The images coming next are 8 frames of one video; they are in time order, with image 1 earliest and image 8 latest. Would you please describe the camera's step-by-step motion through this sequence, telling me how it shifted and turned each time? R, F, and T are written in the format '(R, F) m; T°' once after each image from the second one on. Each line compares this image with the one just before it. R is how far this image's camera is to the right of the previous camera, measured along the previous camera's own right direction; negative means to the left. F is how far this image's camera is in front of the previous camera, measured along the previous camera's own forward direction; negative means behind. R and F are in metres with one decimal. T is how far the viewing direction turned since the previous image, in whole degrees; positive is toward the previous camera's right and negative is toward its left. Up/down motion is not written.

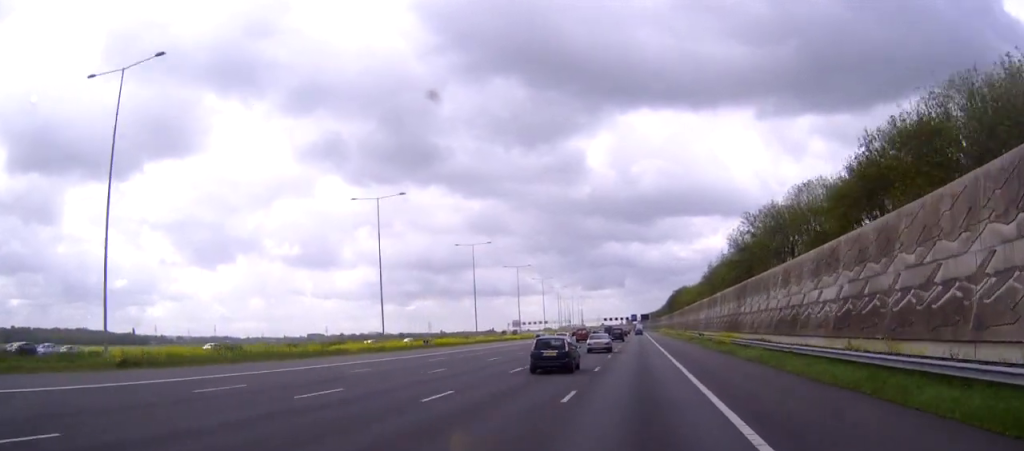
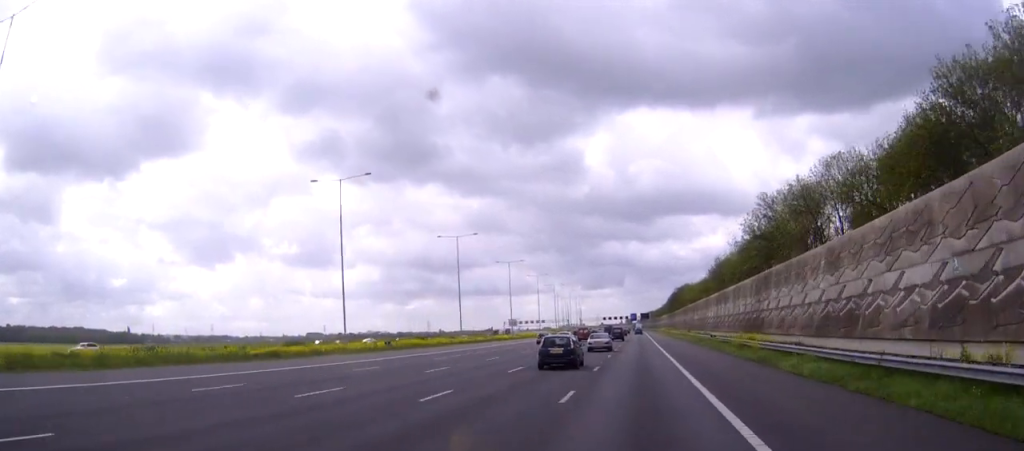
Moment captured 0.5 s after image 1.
(0.0, +12.4) m; 0°
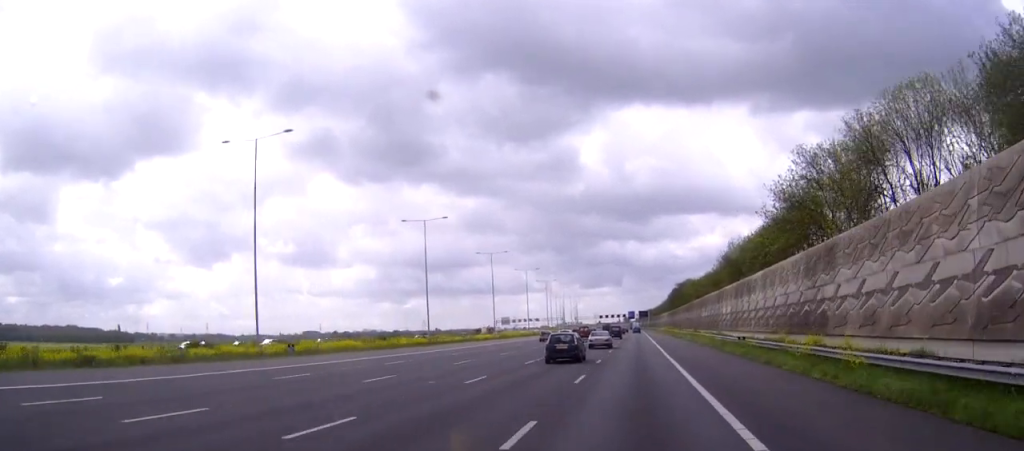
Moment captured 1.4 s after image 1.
(0.0, +19.5) m; 0°
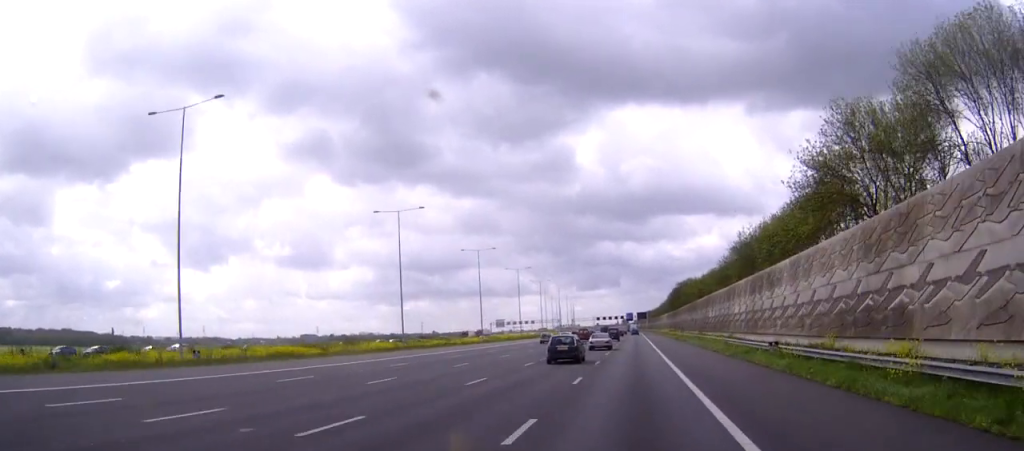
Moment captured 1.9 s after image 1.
(0.0, +11.8) m; 0°
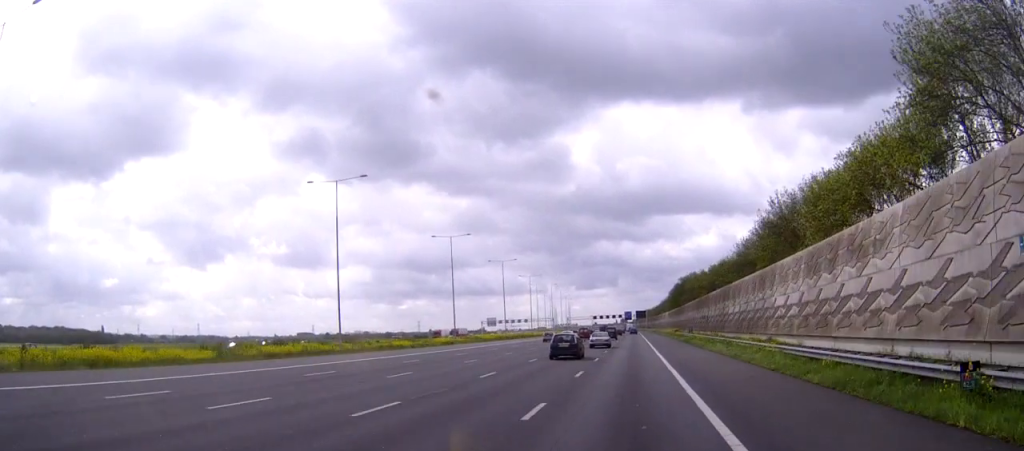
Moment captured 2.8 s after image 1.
(0.0, +22.0) m; 0°
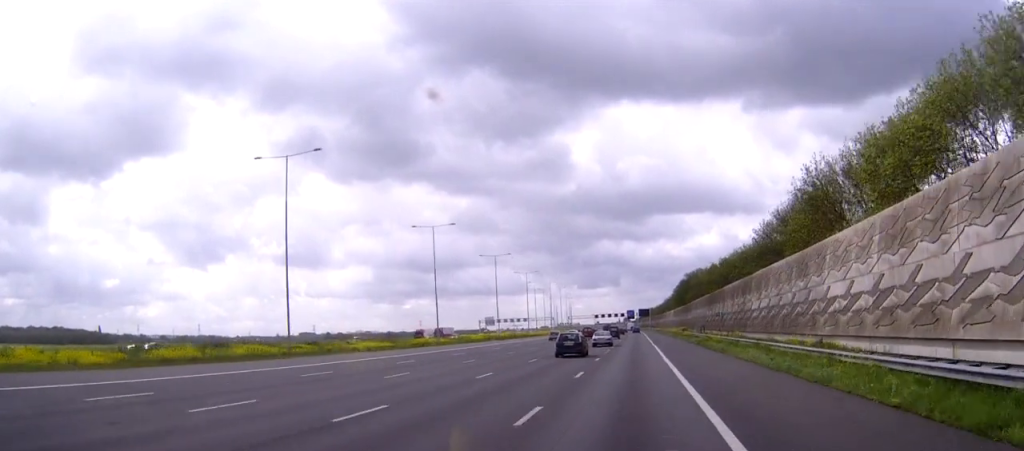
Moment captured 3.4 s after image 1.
(0.0, +13.3) m; 0°
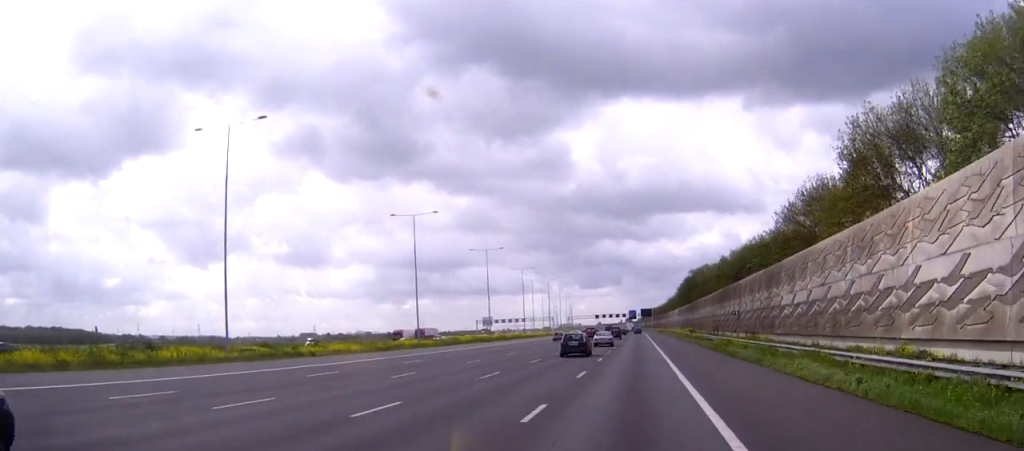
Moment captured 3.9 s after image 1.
(0.0, +11.7) m; 0°
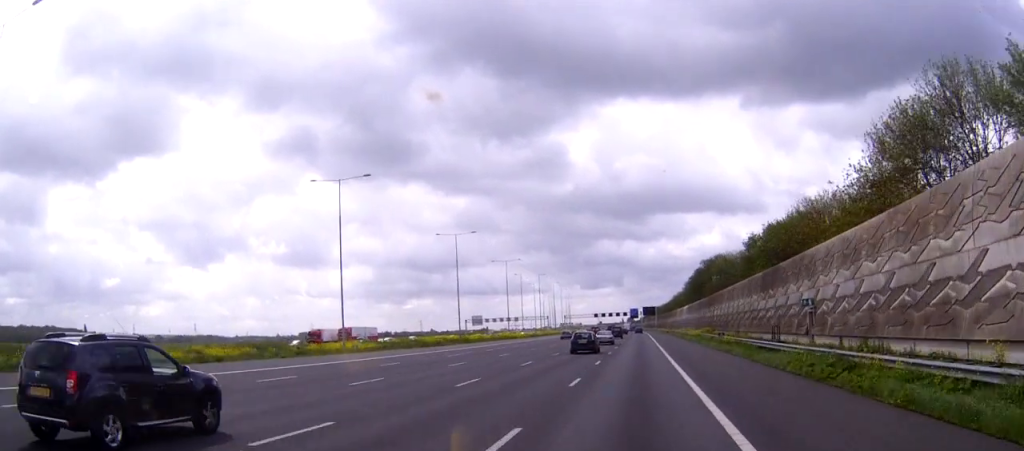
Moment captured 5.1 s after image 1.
(0.0, +29.0) m; 0°
